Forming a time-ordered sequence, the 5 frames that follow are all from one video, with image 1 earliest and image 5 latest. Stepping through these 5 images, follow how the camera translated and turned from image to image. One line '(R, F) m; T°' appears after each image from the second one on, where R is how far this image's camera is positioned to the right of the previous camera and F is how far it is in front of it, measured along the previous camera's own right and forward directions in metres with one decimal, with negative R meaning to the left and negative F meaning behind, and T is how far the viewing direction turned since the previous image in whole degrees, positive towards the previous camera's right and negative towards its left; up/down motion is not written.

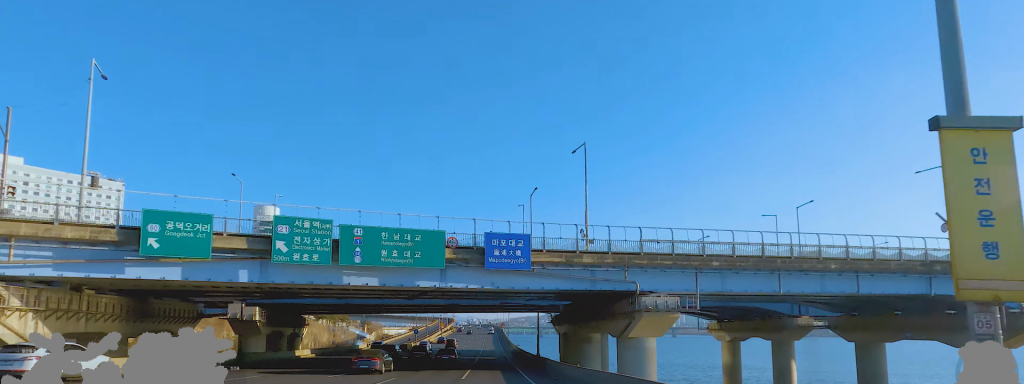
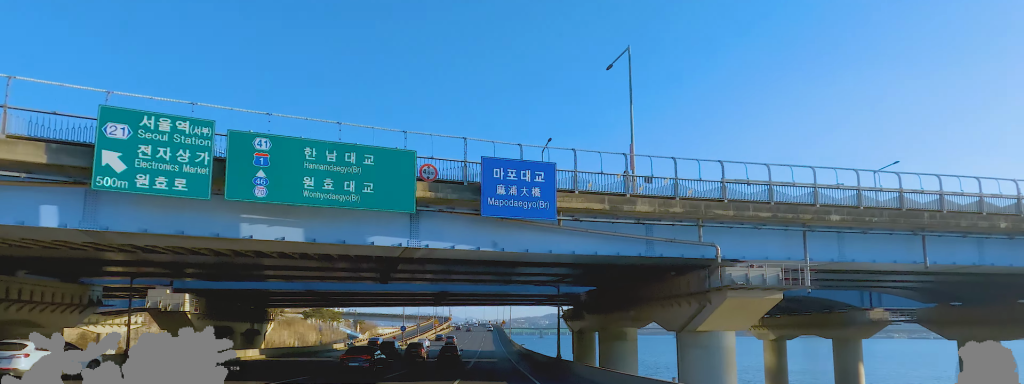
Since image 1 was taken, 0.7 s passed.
(0.0, +13.8) m; +1°
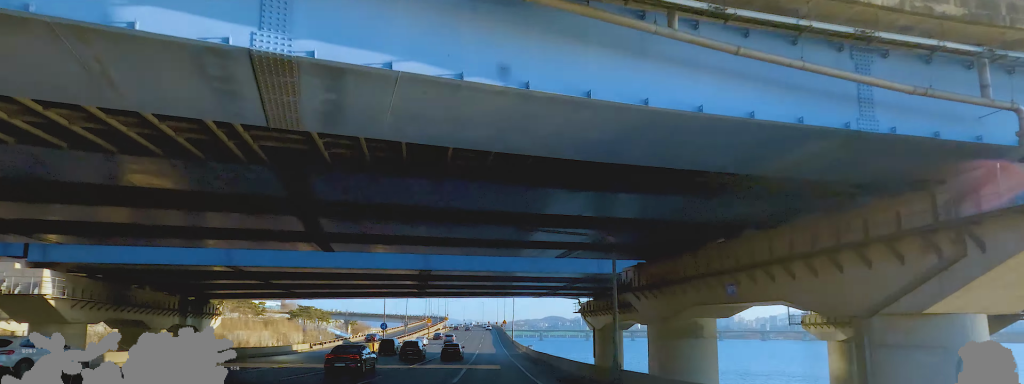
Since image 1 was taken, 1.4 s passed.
(+0.2, +14.5) m; +2°
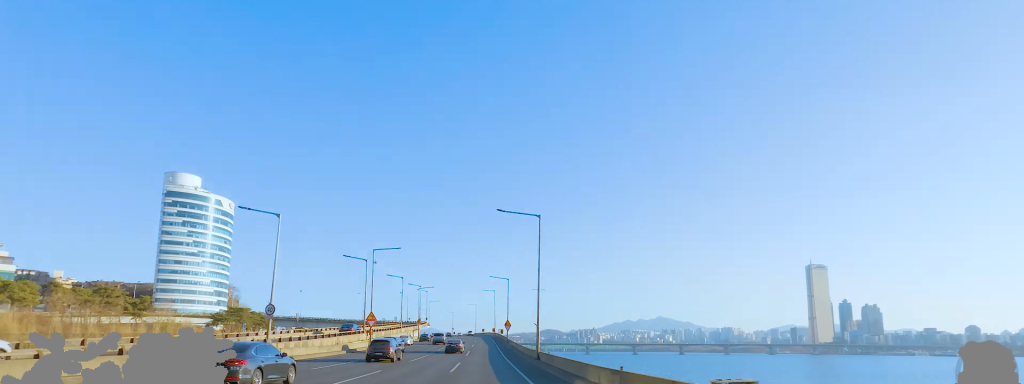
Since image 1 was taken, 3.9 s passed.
(+1.5, +53.8) m; -1°
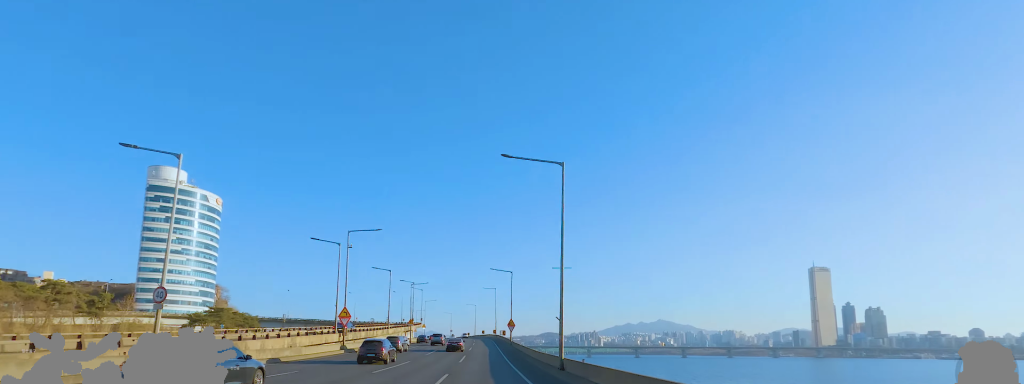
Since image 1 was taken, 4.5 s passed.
(-0.3, +12.1) m; 0°
